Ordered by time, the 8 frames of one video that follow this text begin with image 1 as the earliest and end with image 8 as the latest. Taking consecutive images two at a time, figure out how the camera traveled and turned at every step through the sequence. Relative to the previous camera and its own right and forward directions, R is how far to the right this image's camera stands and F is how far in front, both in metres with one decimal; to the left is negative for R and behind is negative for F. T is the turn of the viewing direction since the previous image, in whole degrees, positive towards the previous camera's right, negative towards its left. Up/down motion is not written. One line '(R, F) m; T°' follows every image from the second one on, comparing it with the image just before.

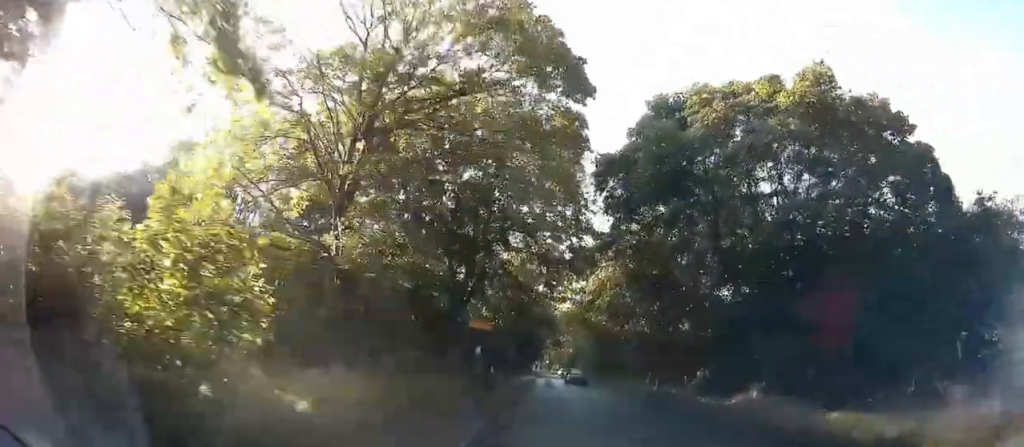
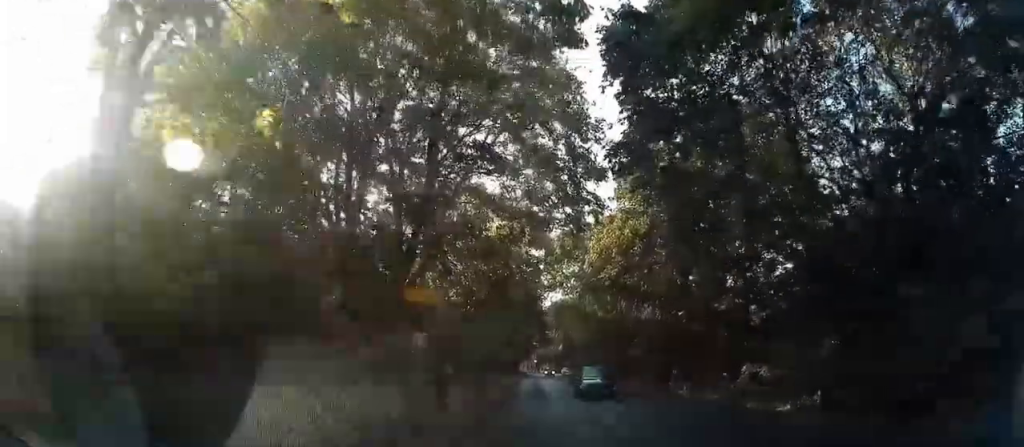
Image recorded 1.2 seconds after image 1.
(+0.1, +8.5) m; +1°
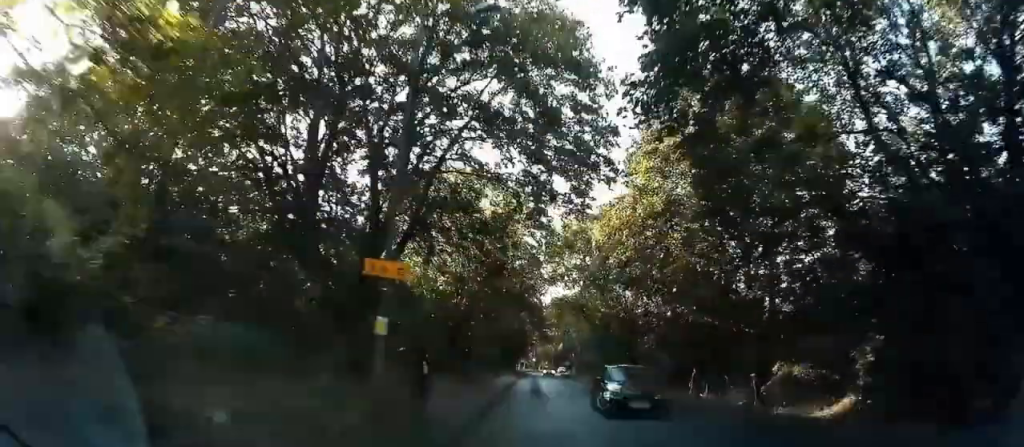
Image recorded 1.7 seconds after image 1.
(0.0, +3.3) m; 0°
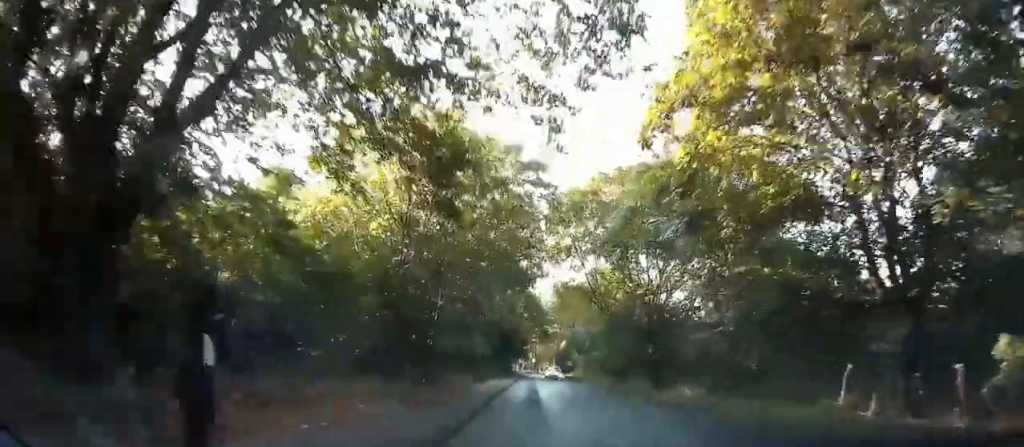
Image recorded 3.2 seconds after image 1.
(+0.1, +10.5) m; -1°
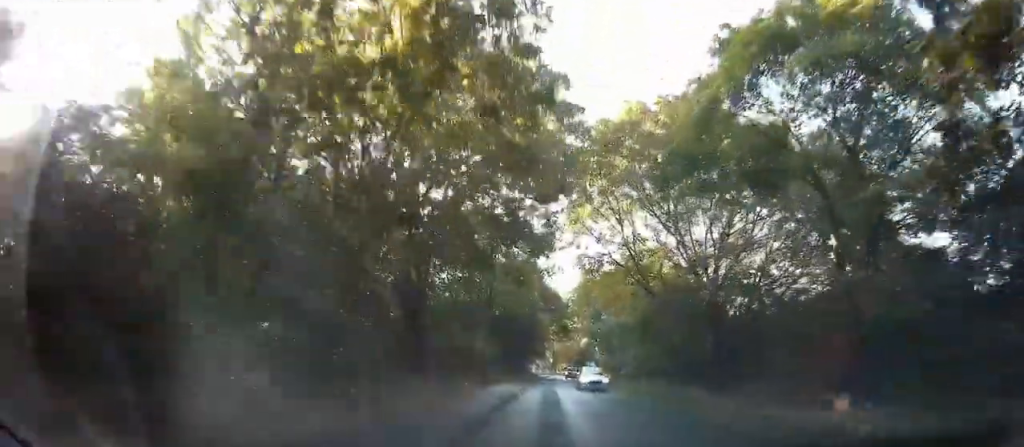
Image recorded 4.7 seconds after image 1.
(-0.1, +10.0) m; -1°
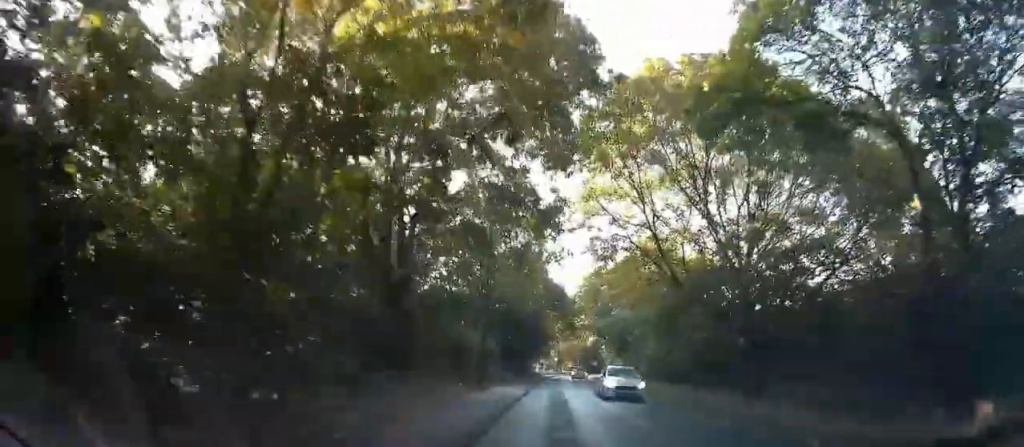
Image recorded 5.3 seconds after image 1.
(0.0, +4.0) m; 0°
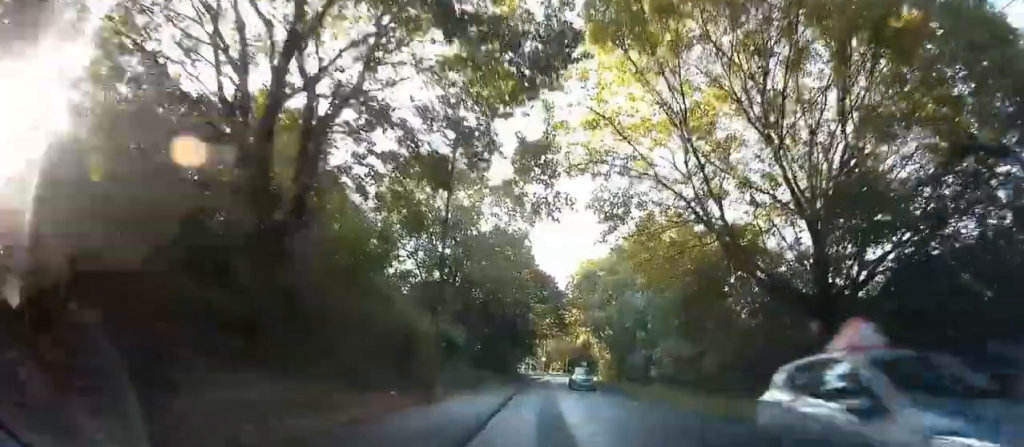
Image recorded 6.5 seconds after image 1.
(0.0, +8.3) m; +1°
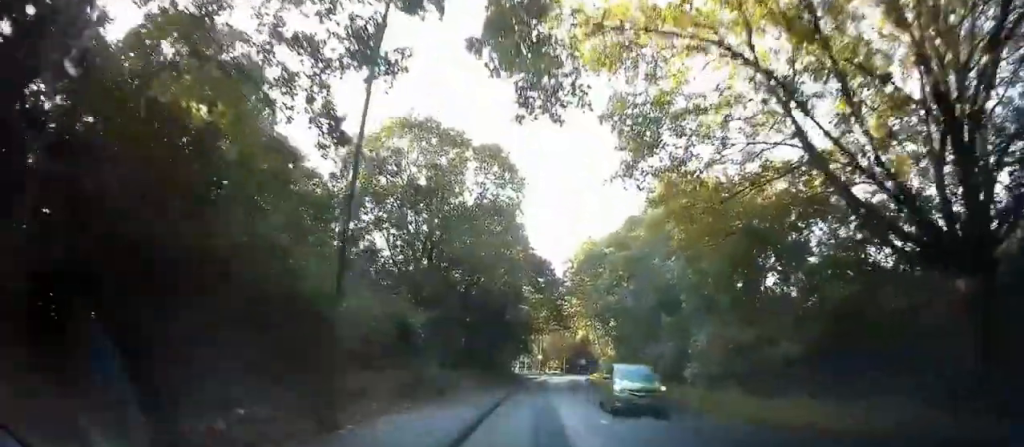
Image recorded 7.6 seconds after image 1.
(+0.1, +7.2) m; 0°
